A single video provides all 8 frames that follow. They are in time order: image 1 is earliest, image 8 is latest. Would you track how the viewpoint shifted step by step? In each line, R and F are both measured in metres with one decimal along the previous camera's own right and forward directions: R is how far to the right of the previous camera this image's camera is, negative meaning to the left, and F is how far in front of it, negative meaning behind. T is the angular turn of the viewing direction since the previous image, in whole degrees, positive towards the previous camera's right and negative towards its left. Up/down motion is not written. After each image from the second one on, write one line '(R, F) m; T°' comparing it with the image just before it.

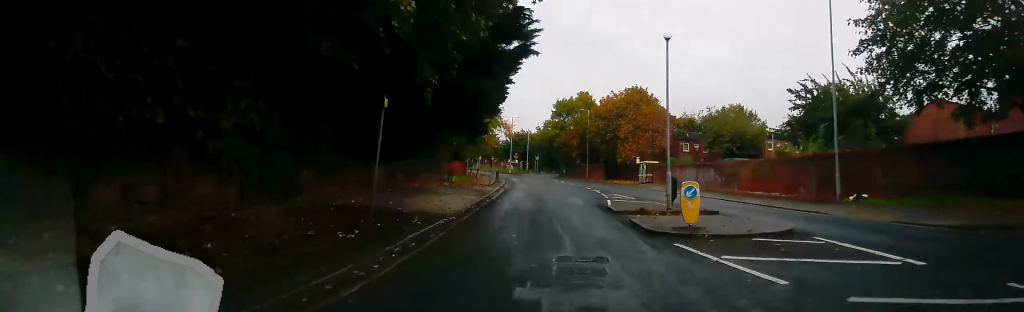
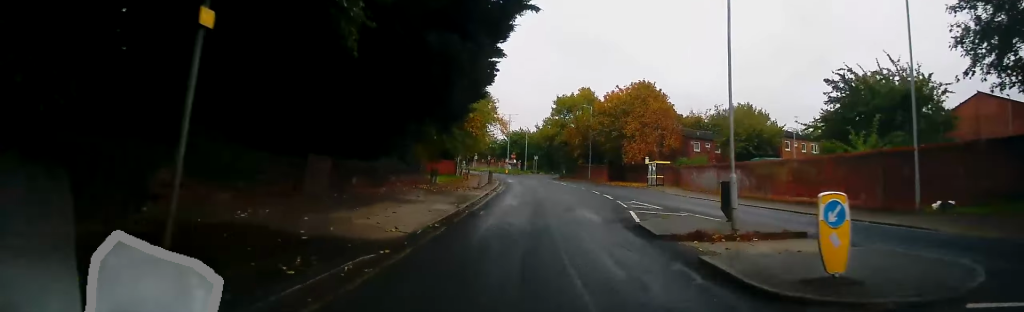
(+0.2, +6.1) m; +1°
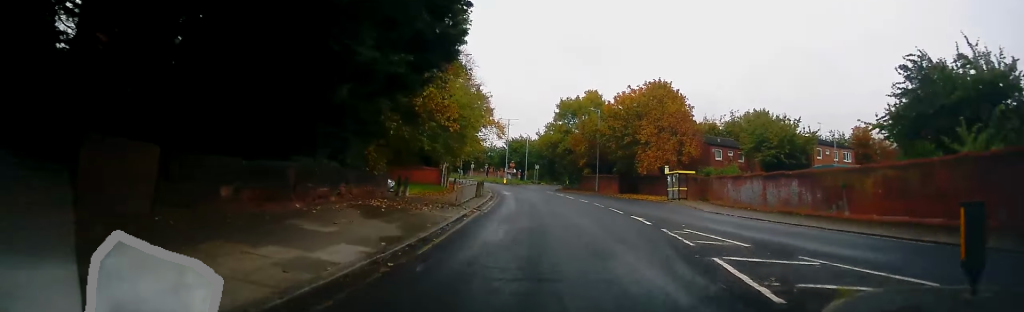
(-0.1, +8.5) m; 0°
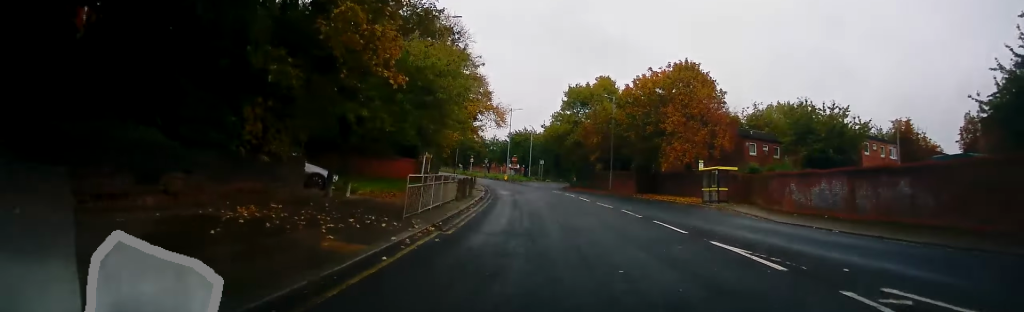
(+0.1, +9.5) m; 0°
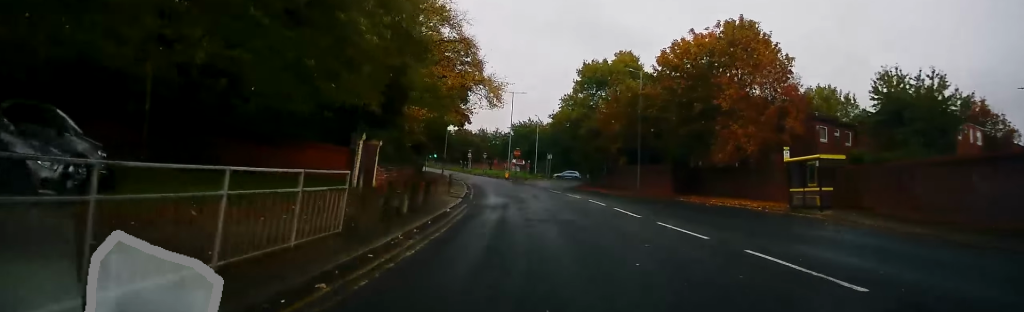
(0.0, +13.7) m; -1°
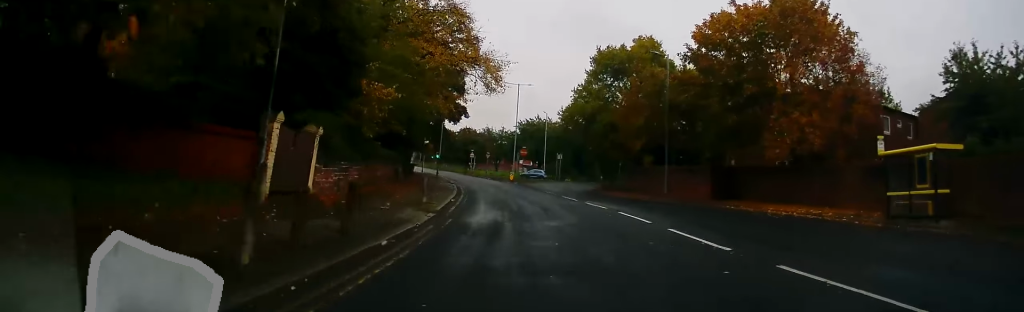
(-0.1, +7.9) m; 0°
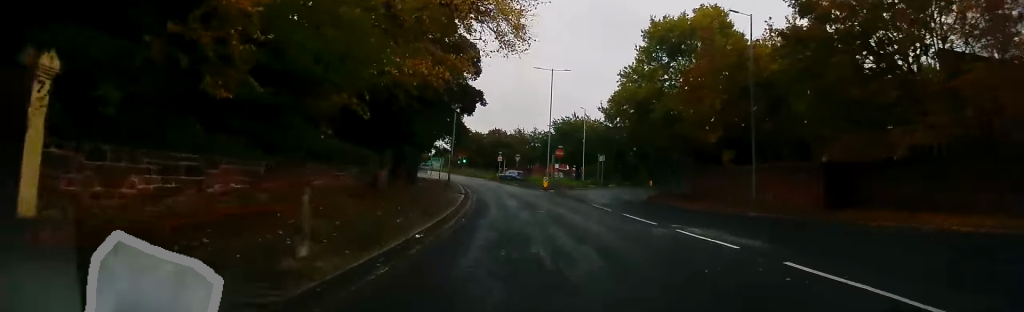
(+0.1, +11.6) m; -3°
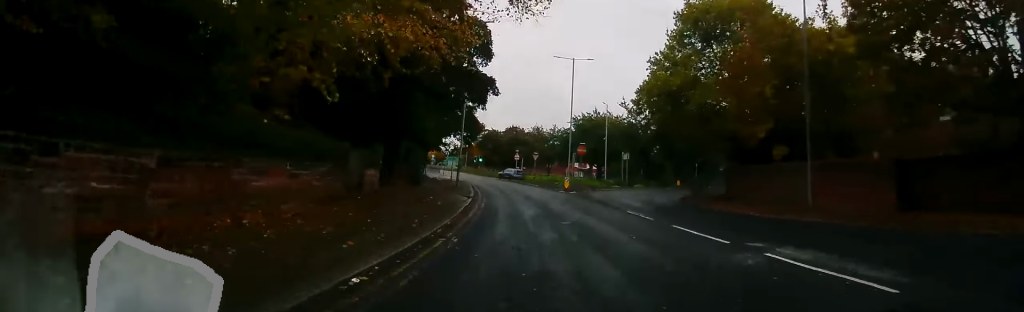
(0.0, +4.7) m; -2°
